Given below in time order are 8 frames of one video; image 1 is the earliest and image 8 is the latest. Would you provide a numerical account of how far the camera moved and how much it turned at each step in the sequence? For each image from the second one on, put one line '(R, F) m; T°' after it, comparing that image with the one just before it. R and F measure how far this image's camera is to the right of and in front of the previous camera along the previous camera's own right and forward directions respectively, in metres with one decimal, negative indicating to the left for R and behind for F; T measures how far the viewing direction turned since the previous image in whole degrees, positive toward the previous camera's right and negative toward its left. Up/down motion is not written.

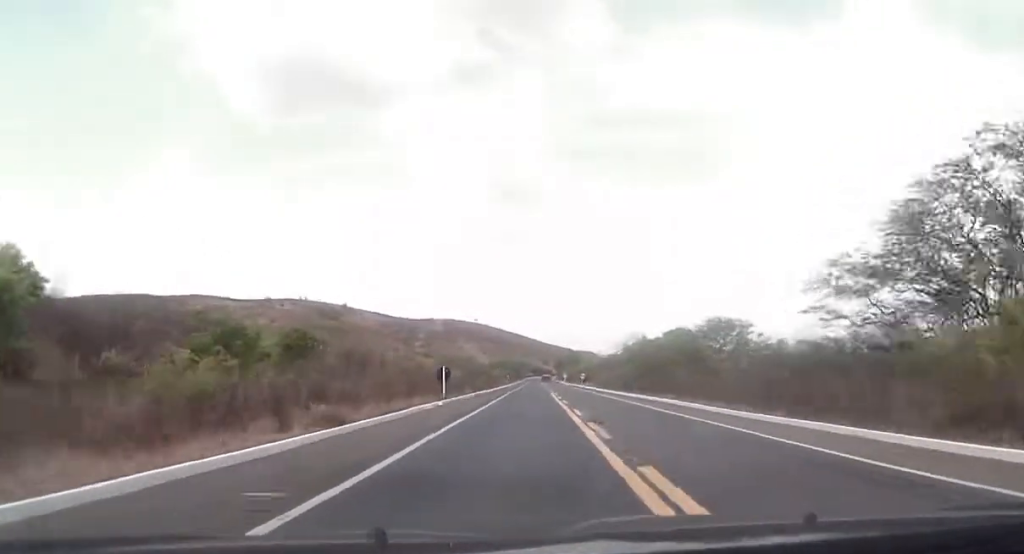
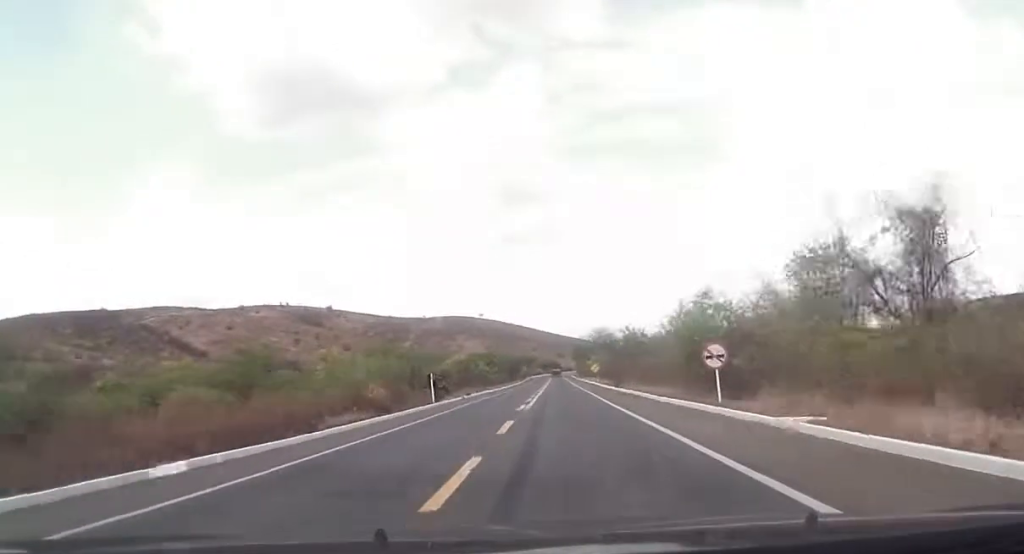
(-1.1, +101.7) m; -1°
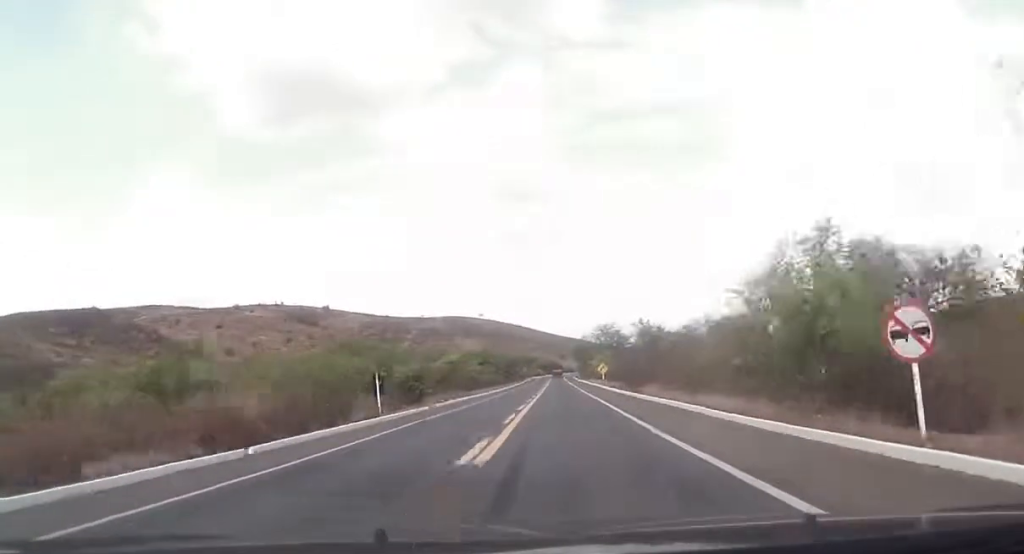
(0.0, +15.1) m; 0°
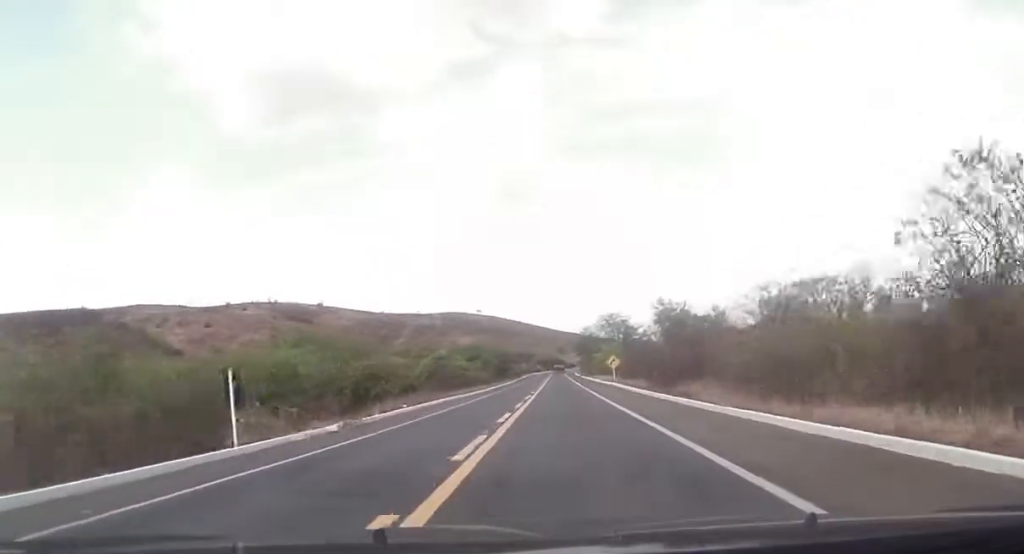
(-0.4, +16.2) m; 0°
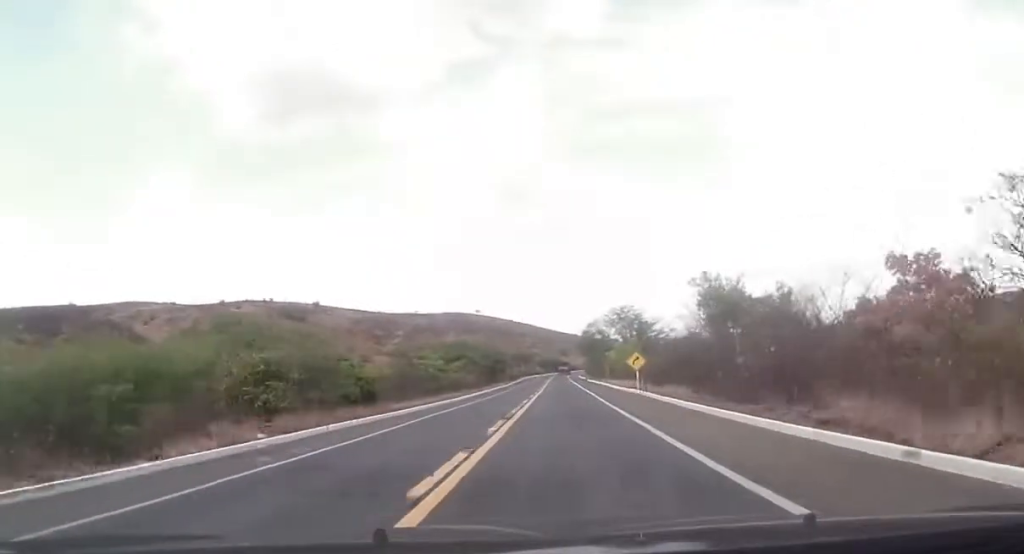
(0.0, +19.2) m; 0°
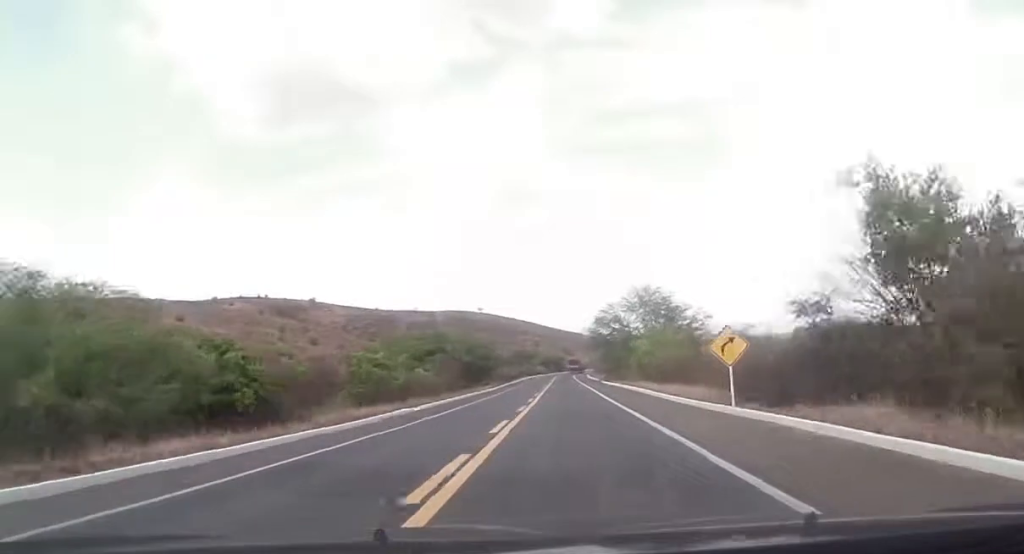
(+0.2, +25.3) m; 0°
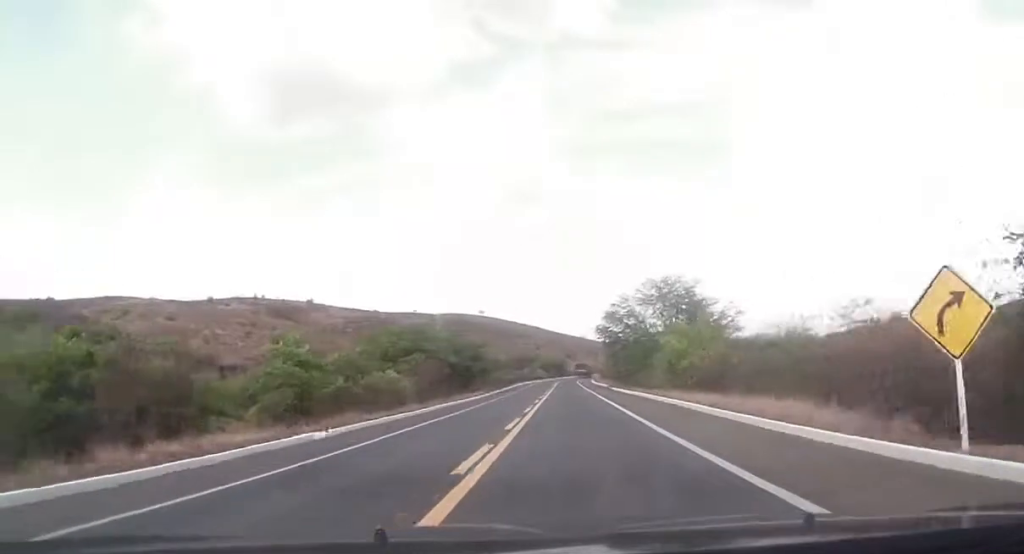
(0.0, +13.7) m; 0°
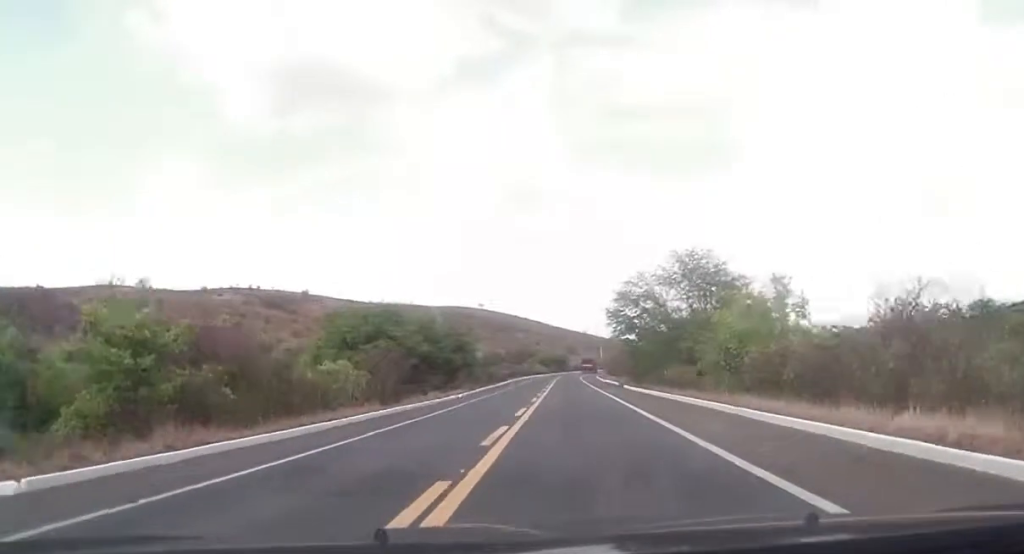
(0.0, +13.8) m; 0°
